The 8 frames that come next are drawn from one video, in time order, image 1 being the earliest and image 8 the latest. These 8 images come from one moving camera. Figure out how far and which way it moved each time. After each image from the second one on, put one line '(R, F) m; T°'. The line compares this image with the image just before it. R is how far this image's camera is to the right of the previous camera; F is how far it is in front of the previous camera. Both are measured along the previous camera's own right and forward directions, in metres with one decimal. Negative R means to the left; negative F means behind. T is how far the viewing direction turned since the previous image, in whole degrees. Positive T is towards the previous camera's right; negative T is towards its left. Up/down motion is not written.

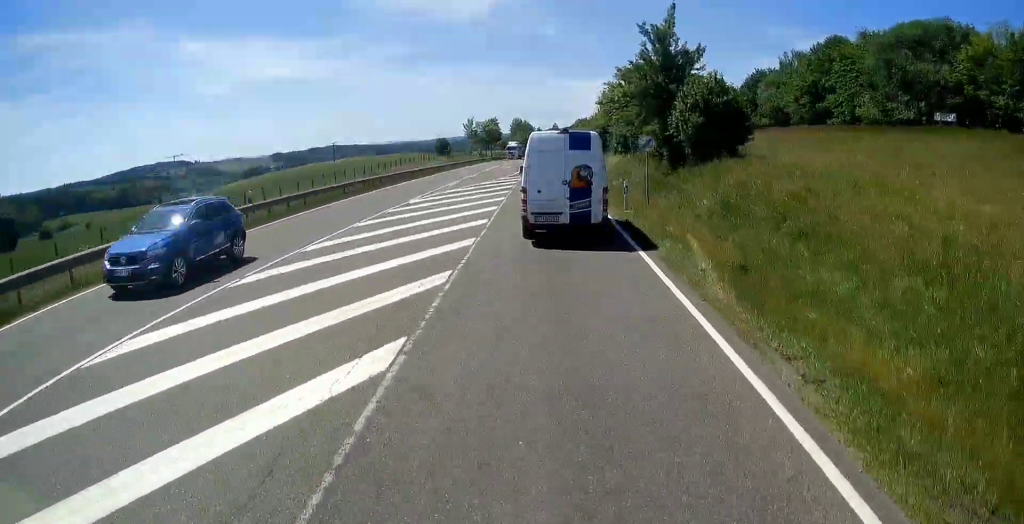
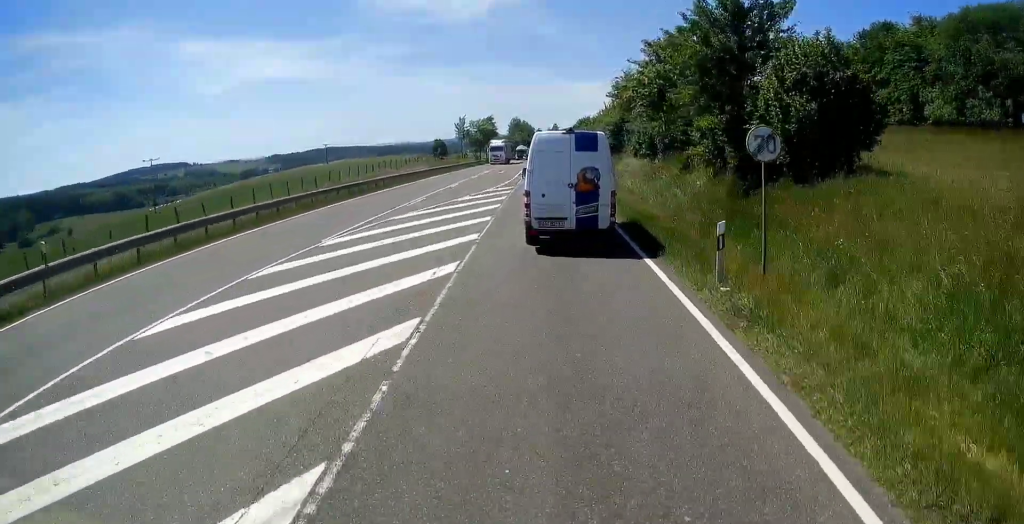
(+0.2, +11.2) m; +1°
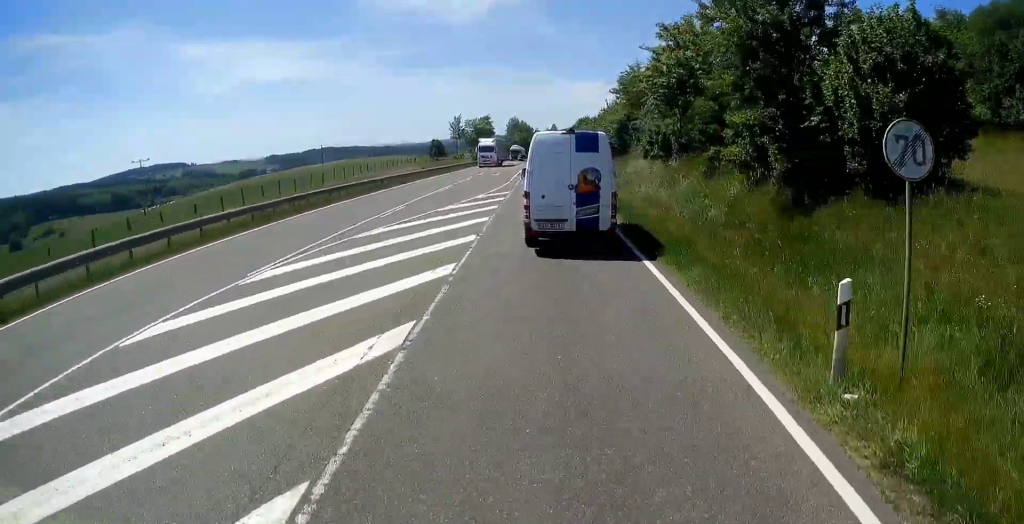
(0.0, +4.4) m; 0°
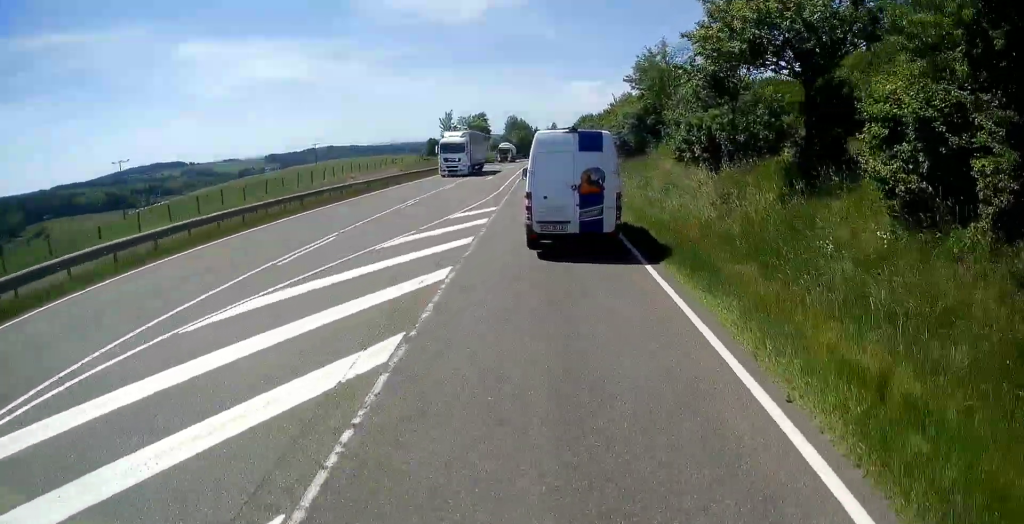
(-0.1, +8.9) m; -1°
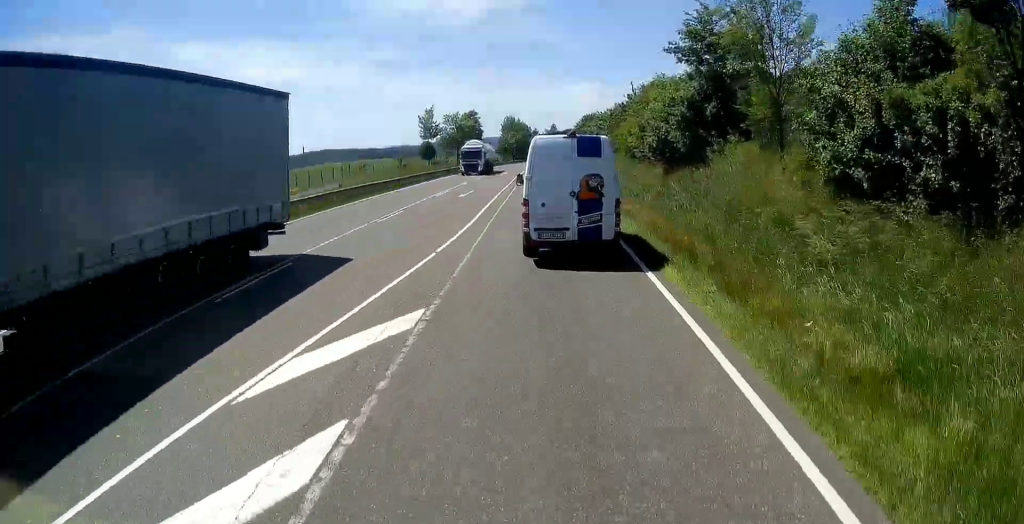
(-0.3, +15.0) m; 0°
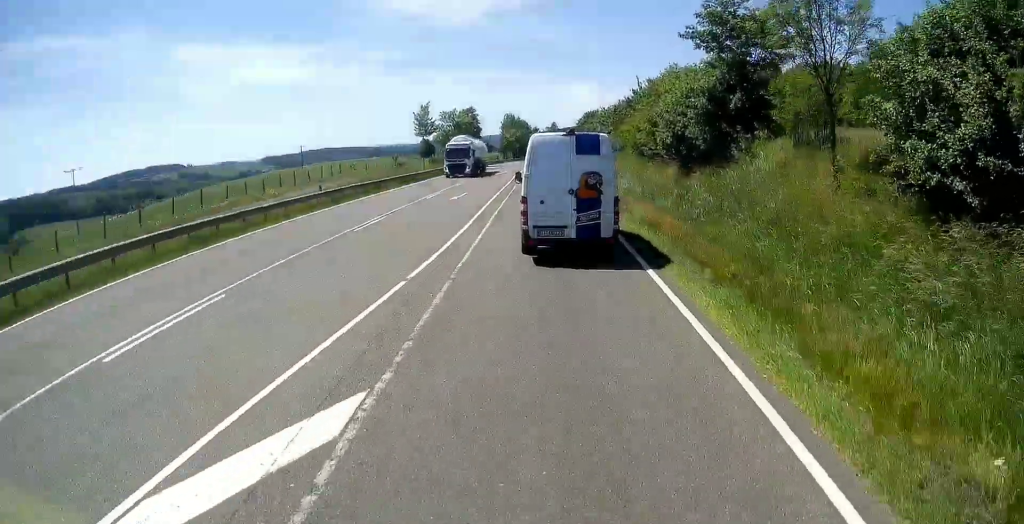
(+0.1, +3.3) m; 0°
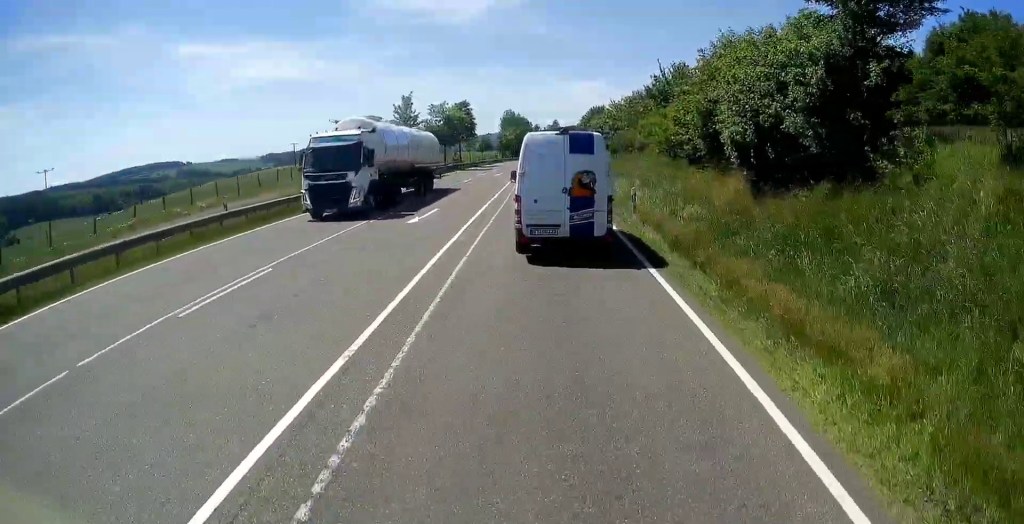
(-0.1, +10.2) m; -1°
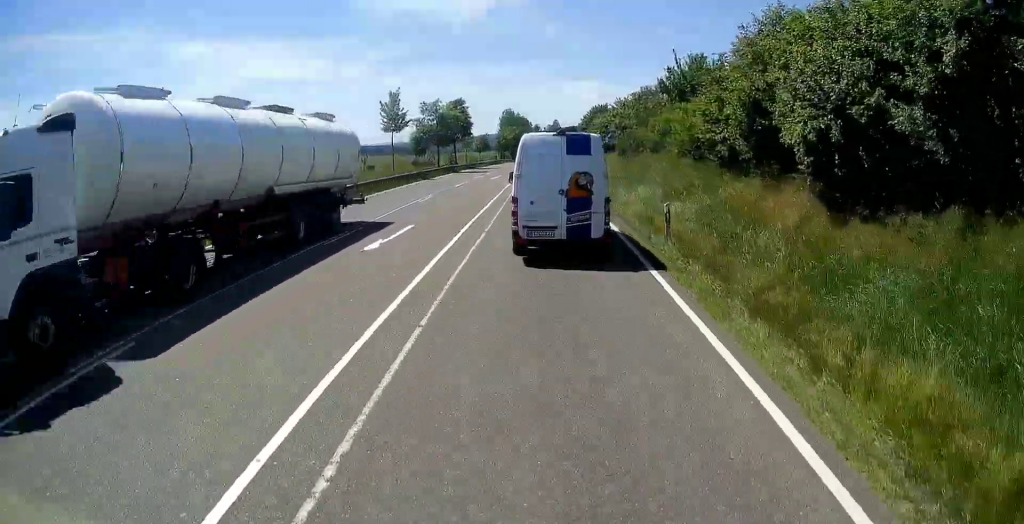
(-0.2, +5.2) m; 0°
